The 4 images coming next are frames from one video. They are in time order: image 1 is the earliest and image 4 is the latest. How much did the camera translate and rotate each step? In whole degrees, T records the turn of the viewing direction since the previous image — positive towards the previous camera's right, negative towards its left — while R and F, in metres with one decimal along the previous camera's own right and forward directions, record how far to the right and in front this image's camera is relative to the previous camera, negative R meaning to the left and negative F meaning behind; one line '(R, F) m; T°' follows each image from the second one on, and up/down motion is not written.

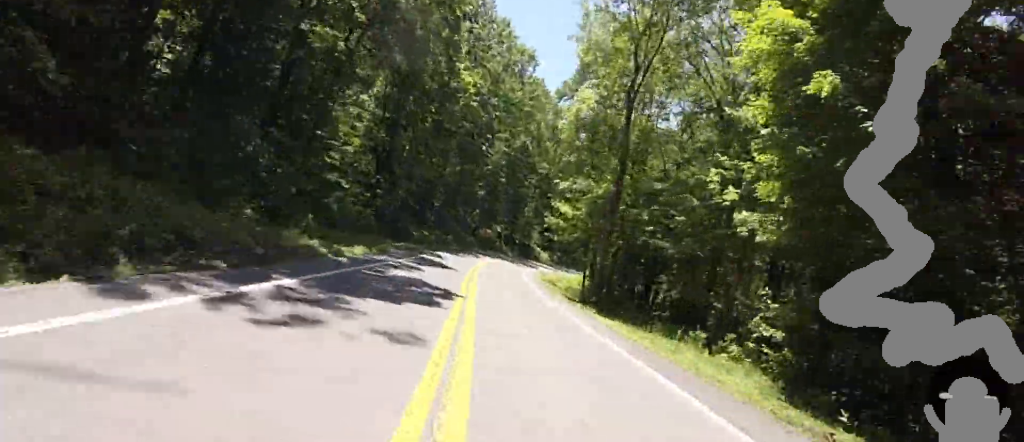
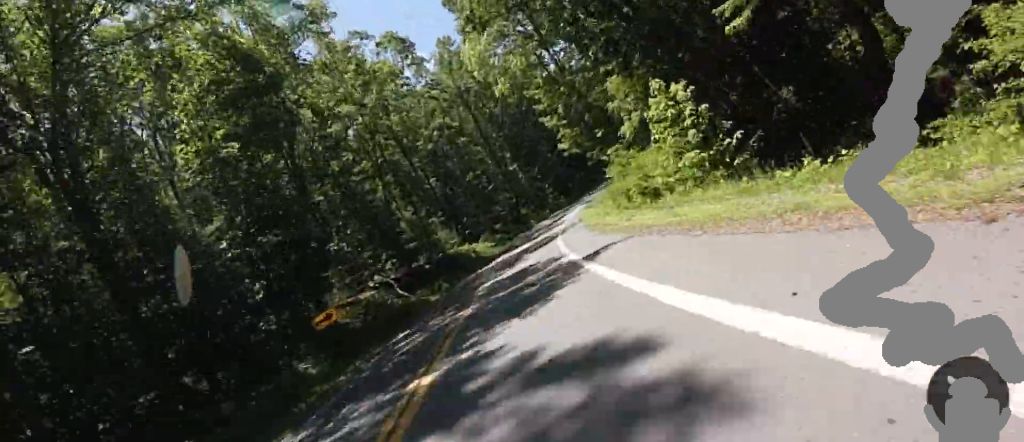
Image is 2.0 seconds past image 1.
(+6.2, +46.5) m; +14°
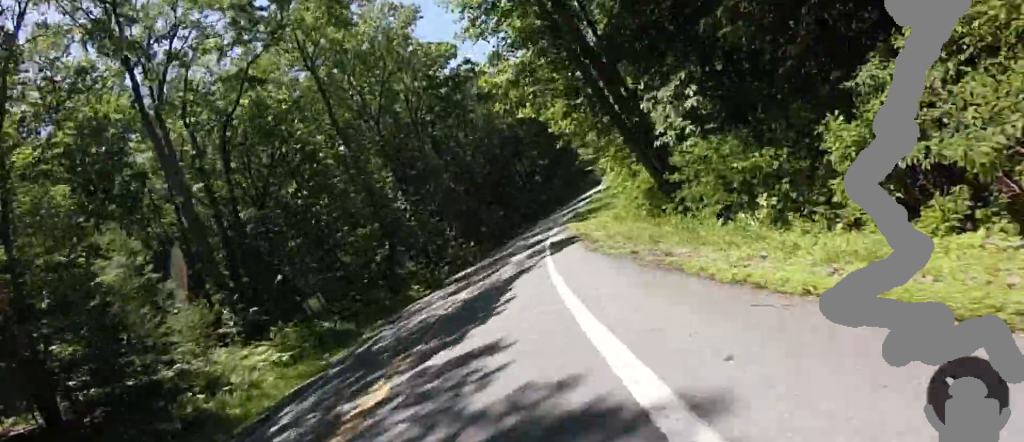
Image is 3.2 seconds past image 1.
(+1.7, +30.0) m; +11°
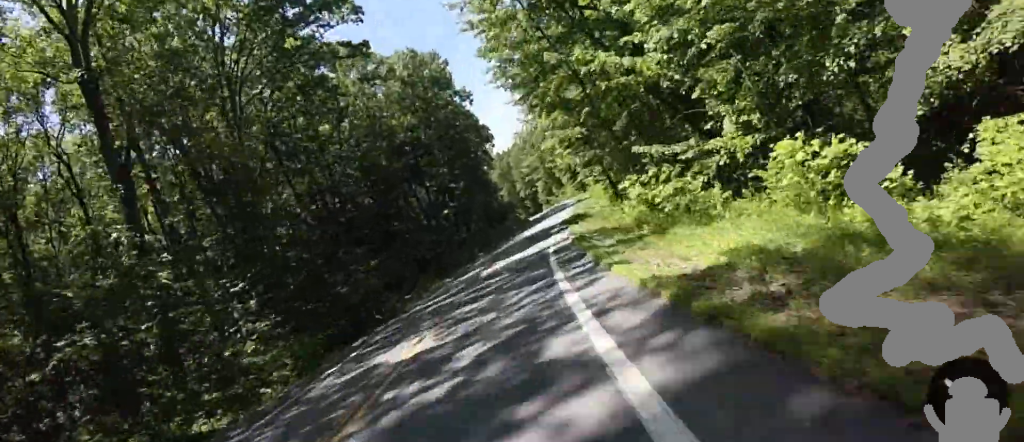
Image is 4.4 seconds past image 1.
(+4.4, +23.6) m; +19°
